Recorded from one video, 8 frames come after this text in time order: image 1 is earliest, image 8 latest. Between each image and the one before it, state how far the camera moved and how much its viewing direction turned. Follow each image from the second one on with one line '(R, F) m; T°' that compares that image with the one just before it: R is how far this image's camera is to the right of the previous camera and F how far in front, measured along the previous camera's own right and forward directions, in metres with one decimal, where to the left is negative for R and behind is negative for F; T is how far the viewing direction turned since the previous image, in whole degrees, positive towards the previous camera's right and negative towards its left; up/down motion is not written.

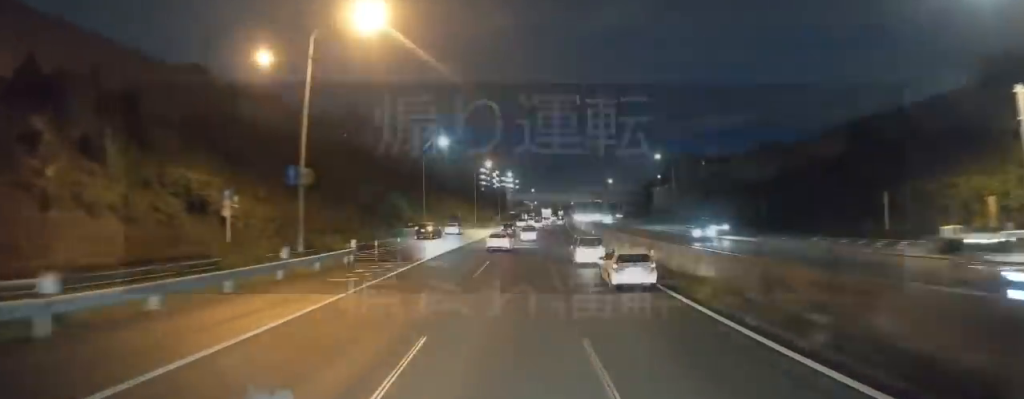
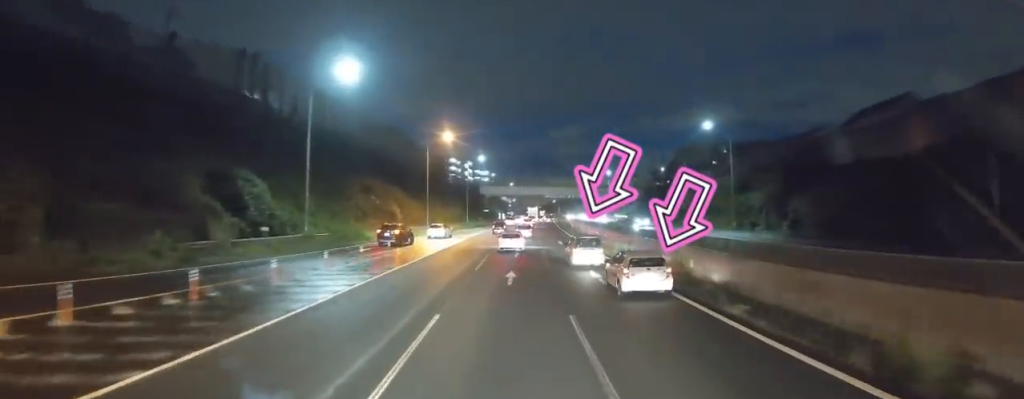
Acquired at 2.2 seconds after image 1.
(+1.5, +37.2) m; +4°
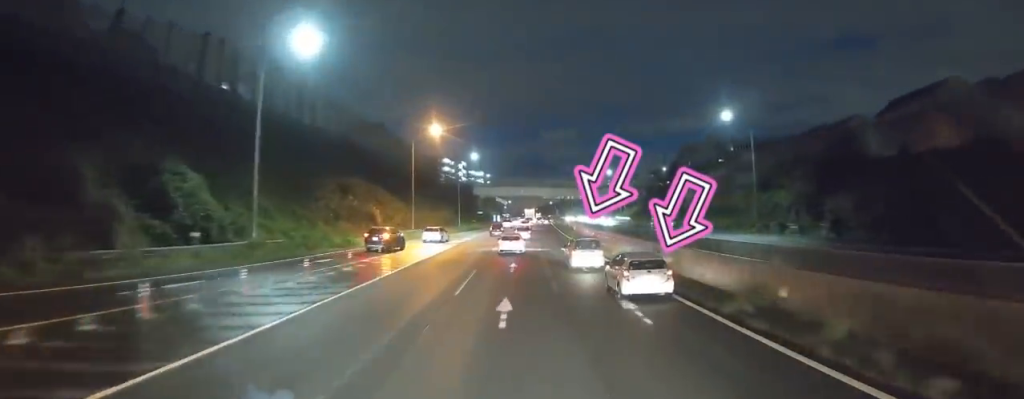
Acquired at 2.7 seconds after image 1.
(0.0, +7.7) m; 0°
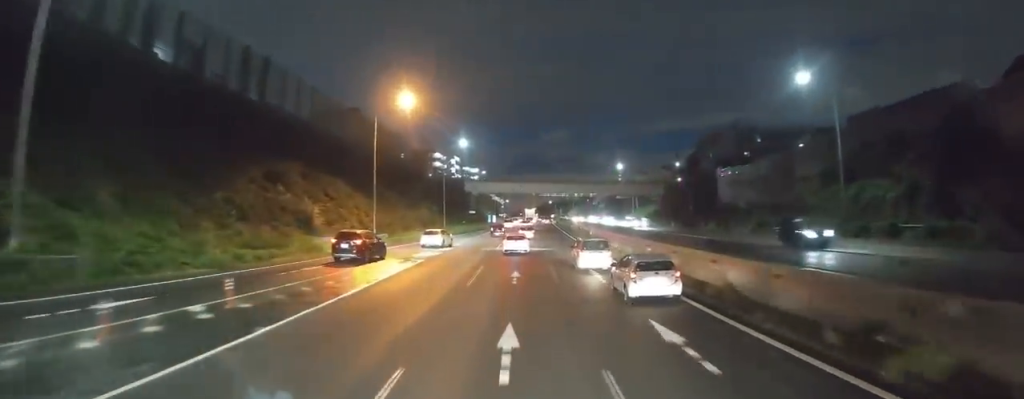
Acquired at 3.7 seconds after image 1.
(0.0, +17.4) m; 0°
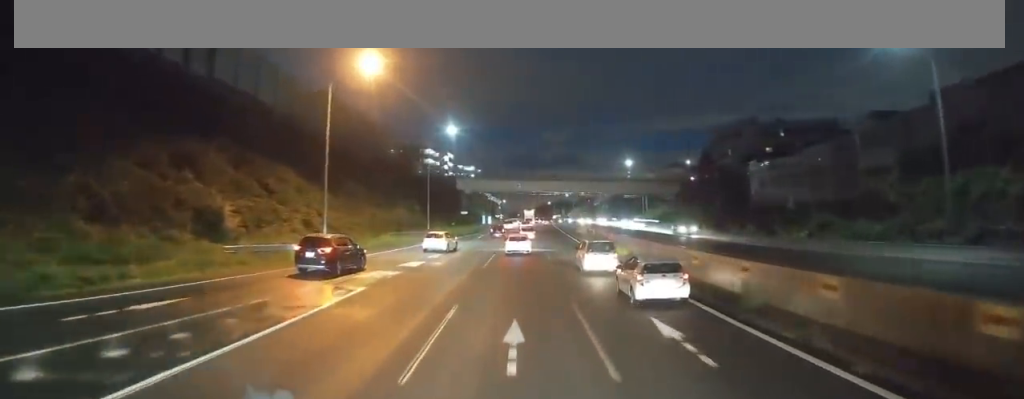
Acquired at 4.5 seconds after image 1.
(-0.1, +12.4) m; 0°
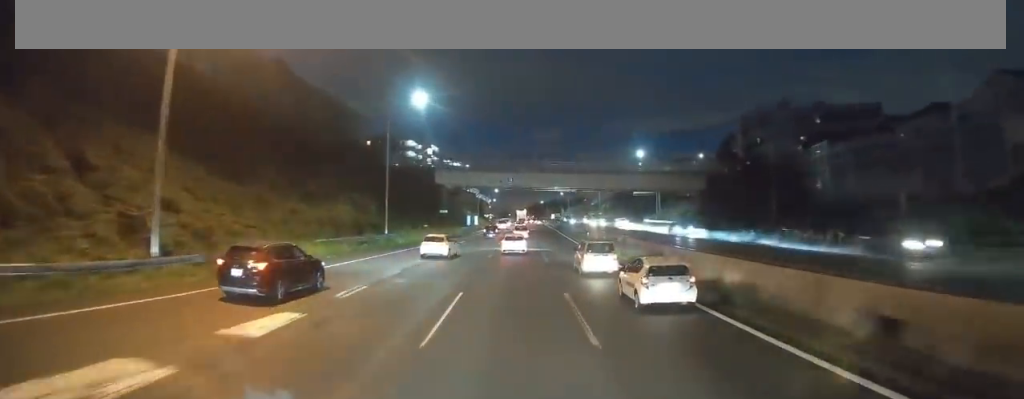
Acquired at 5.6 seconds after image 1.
(0.0, +17.6) m; +2°
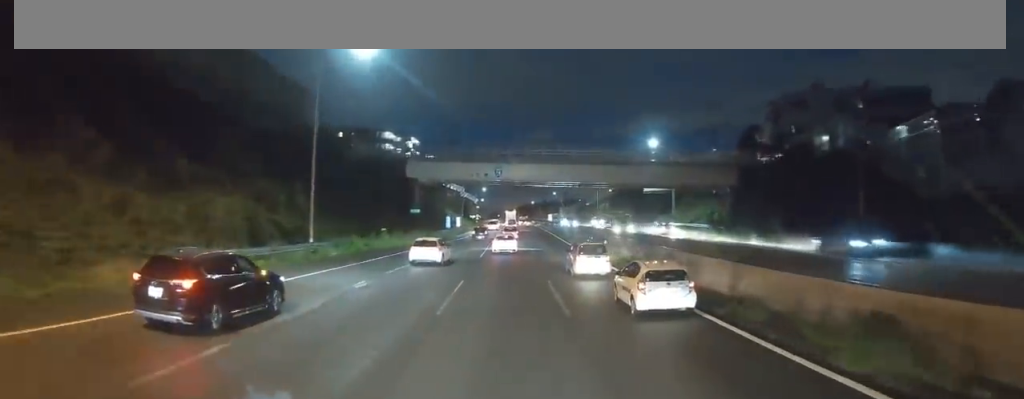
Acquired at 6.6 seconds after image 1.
(+0.5, +16.0) m; +1°
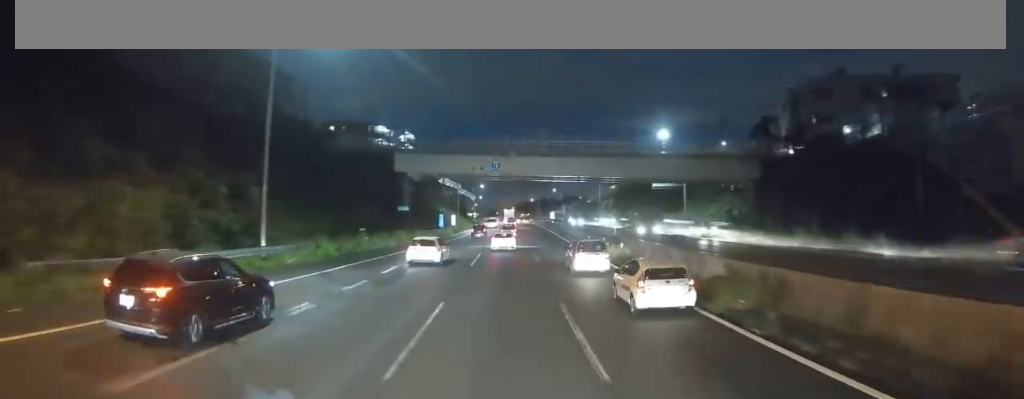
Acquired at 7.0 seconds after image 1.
(+0.1, +6.4) m; 0°
